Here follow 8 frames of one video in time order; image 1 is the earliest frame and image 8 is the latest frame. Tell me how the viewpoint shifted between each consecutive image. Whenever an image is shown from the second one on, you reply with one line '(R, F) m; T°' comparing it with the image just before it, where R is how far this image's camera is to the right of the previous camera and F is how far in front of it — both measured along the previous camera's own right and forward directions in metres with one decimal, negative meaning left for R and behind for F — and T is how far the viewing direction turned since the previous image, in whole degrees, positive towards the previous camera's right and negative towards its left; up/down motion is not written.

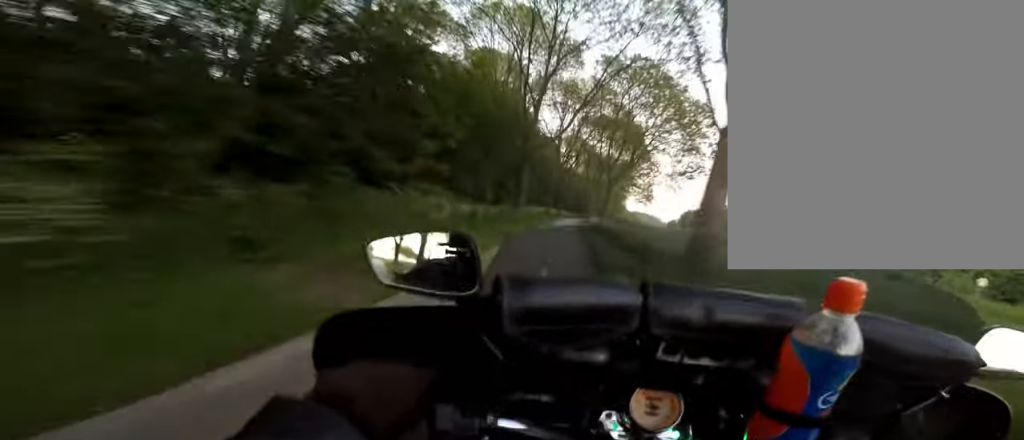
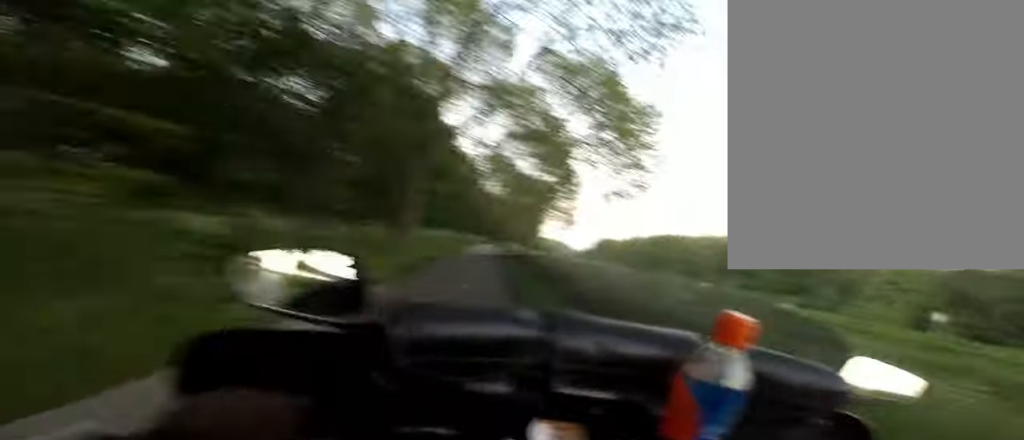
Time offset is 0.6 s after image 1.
(-0.7, +7.4) m; 0°
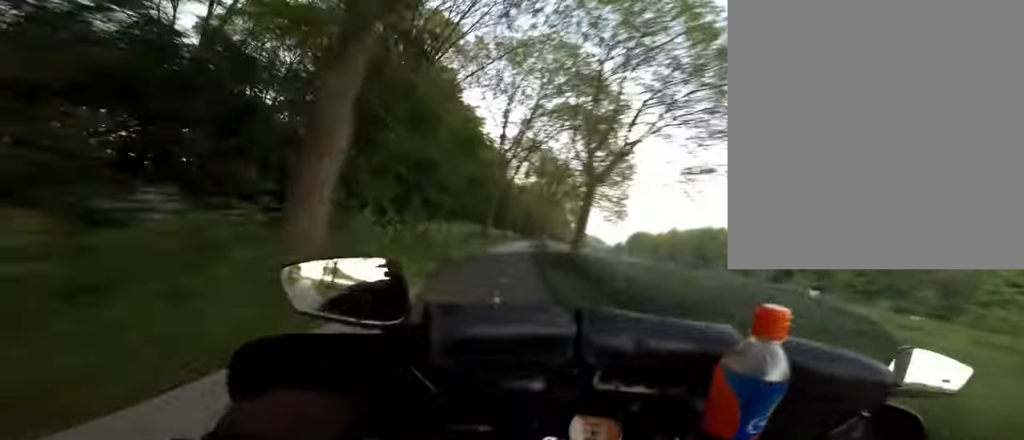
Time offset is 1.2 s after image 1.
(+1.0, +8.1) m; 0°
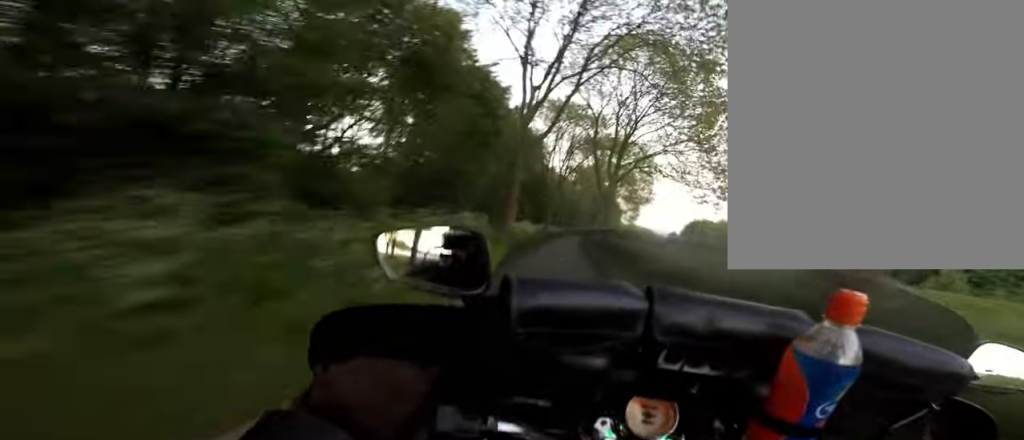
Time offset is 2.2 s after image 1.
(-0.7, +13.6) m; 0°
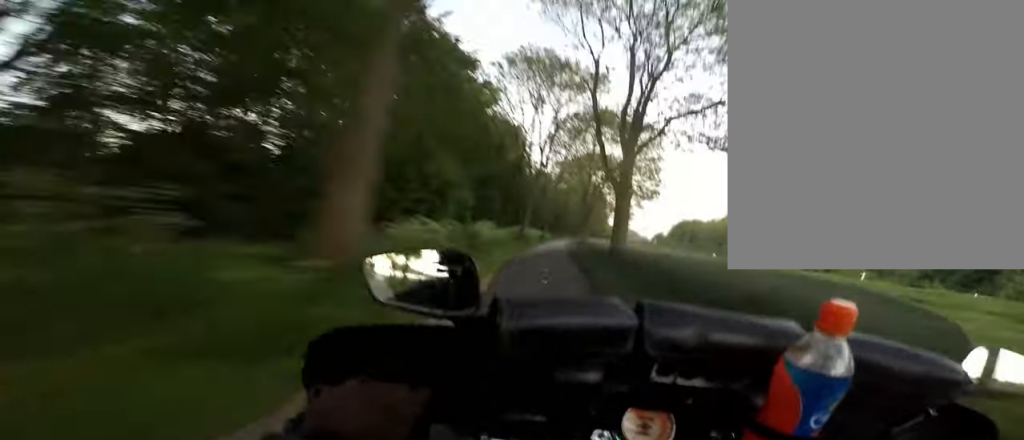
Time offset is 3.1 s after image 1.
(+0.5, +11.2) m; 0°
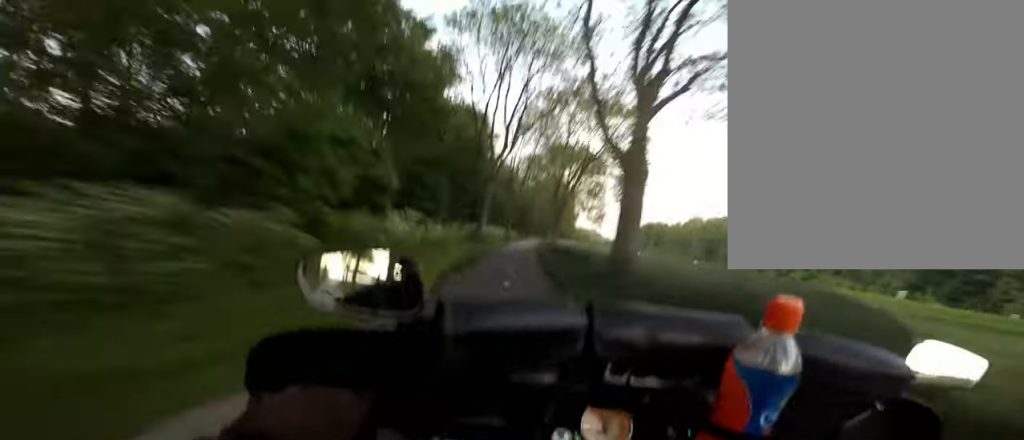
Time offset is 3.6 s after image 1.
(+0.4, +6.3) m; 0°
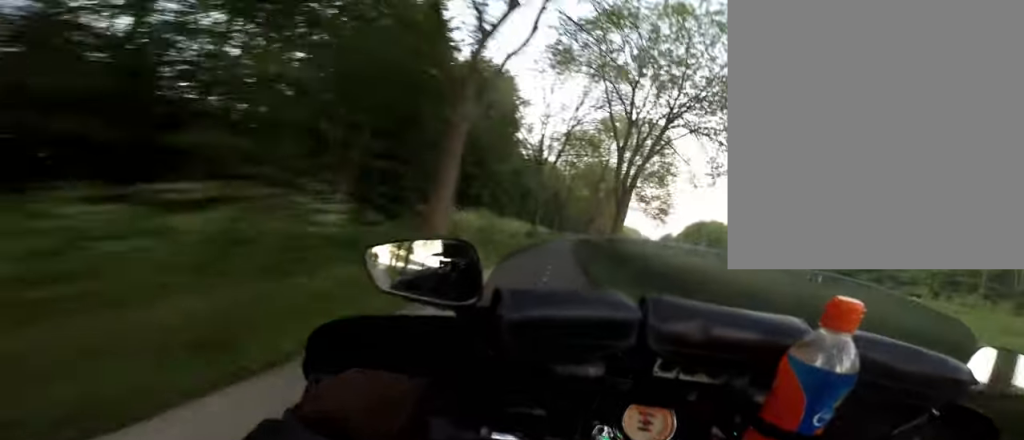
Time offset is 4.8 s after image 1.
(-1.1, +14.4) m; +1°
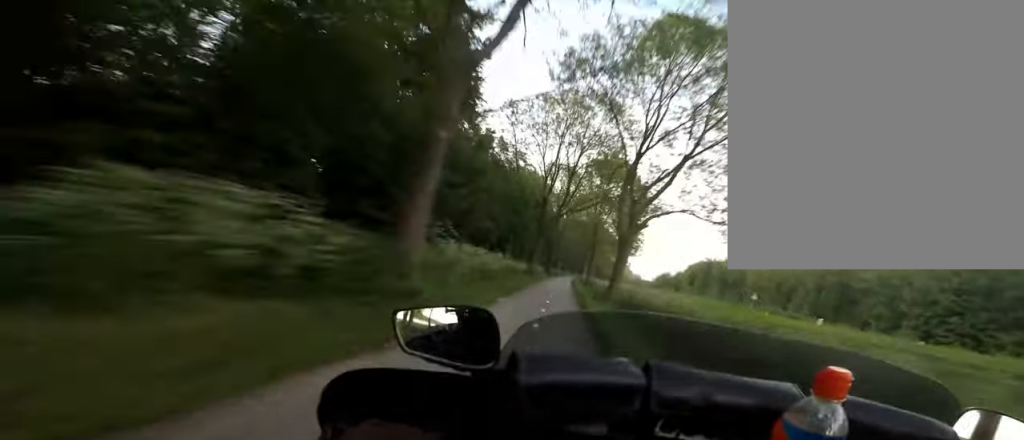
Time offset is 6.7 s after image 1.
(+2.7, +23.0) m; +8°
